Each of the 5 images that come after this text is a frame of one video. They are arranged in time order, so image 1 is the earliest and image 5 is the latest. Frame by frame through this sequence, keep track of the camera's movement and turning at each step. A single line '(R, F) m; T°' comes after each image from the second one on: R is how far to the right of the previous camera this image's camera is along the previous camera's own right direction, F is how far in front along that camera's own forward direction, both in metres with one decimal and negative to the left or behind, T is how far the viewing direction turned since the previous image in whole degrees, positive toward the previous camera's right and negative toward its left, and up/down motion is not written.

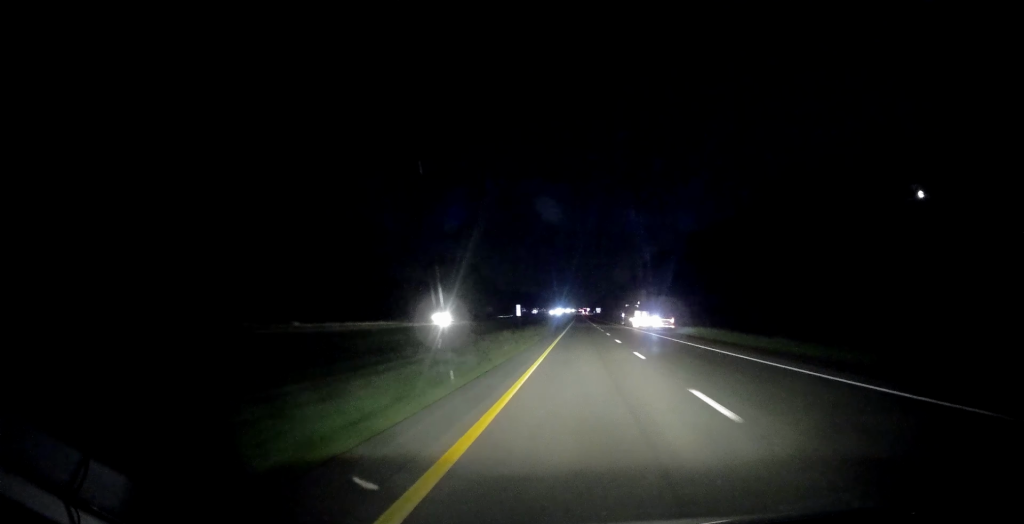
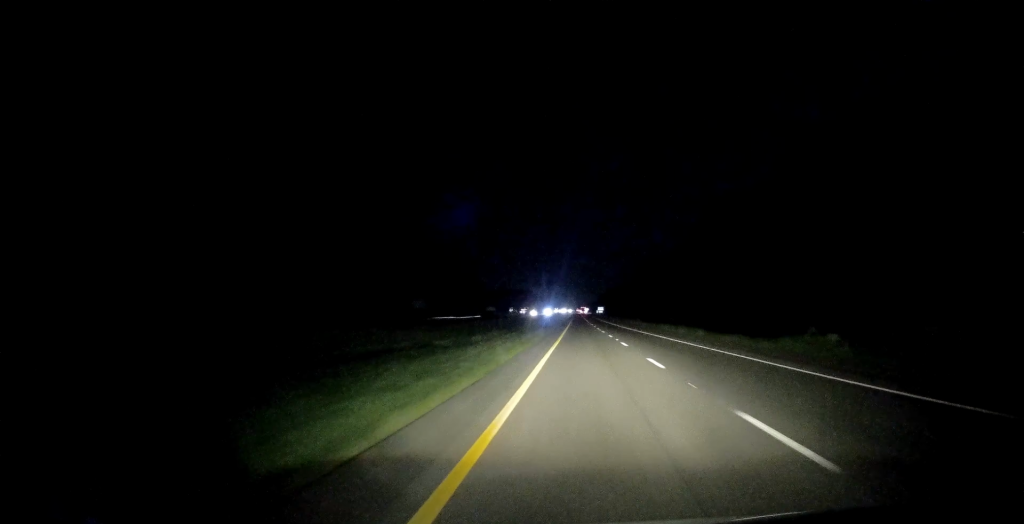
(-0.9, +99.3) m; 0°
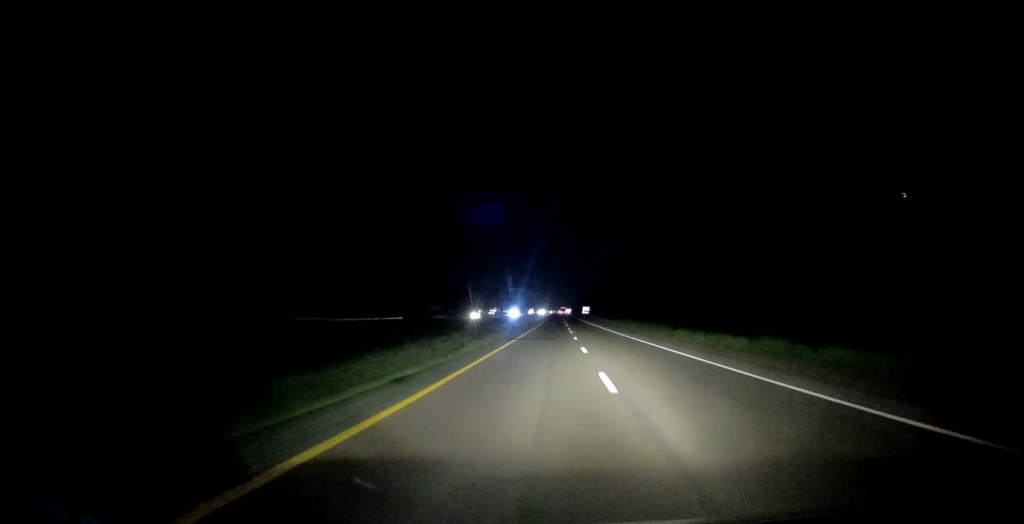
(0.0, +78.6) m; 0°
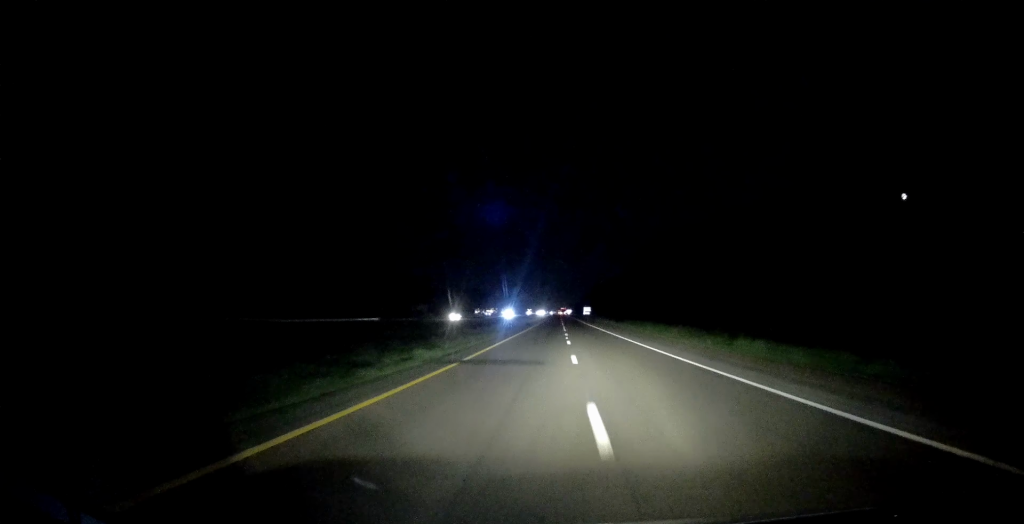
(0.0, +17.0) m; +1°
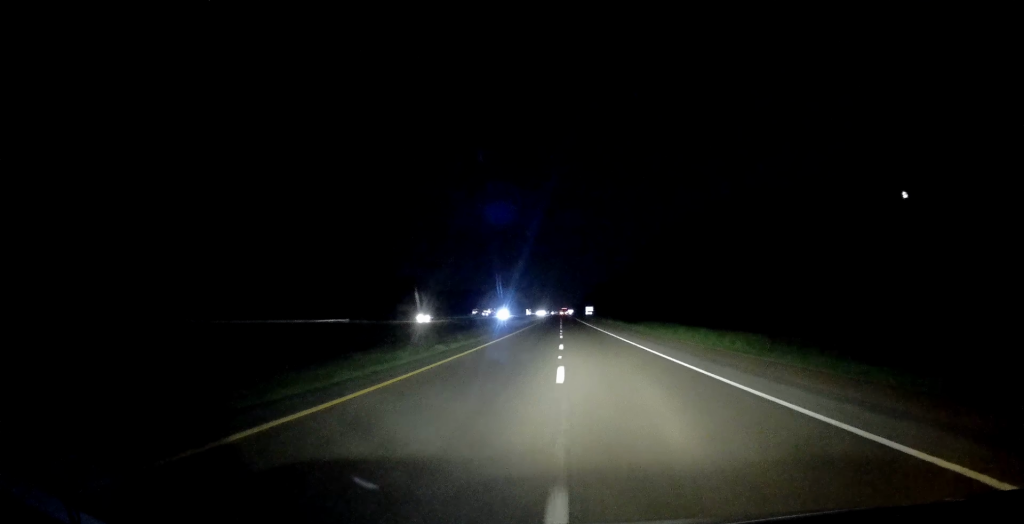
(+0.2, +17.0) m; 0°
